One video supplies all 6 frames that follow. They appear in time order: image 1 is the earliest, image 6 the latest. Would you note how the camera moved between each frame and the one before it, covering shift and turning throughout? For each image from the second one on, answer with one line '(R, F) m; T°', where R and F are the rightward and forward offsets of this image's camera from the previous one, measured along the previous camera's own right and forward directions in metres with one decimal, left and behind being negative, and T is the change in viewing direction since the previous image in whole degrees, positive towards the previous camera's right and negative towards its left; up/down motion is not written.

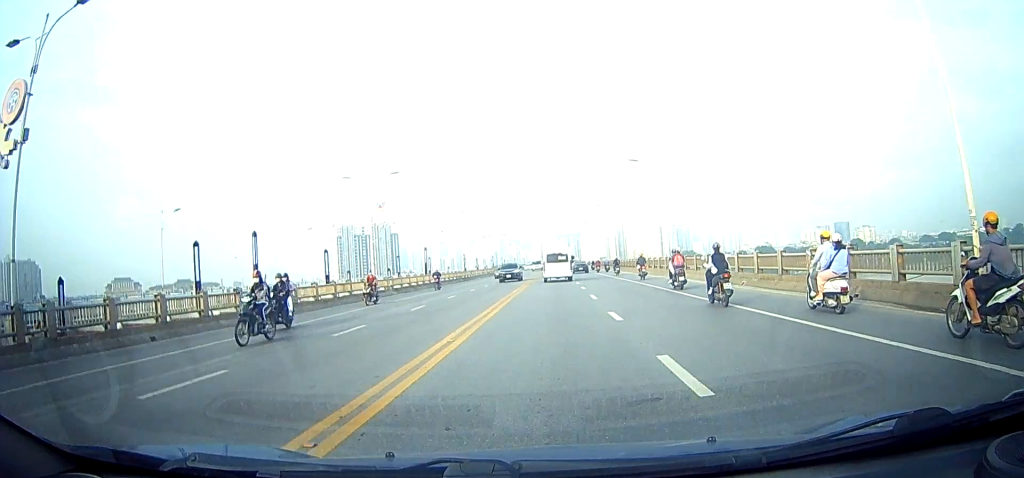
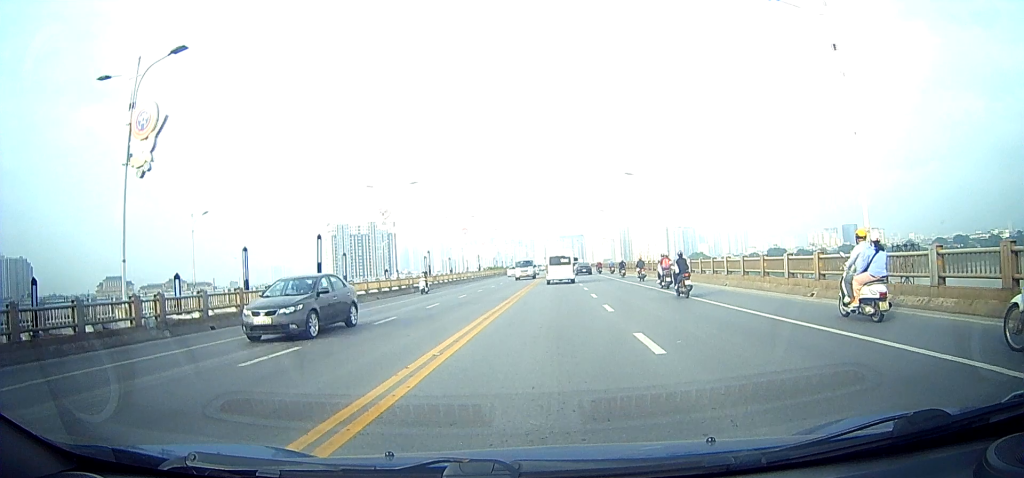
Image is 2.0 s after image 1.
(+1.4, +26.1) m; +3°
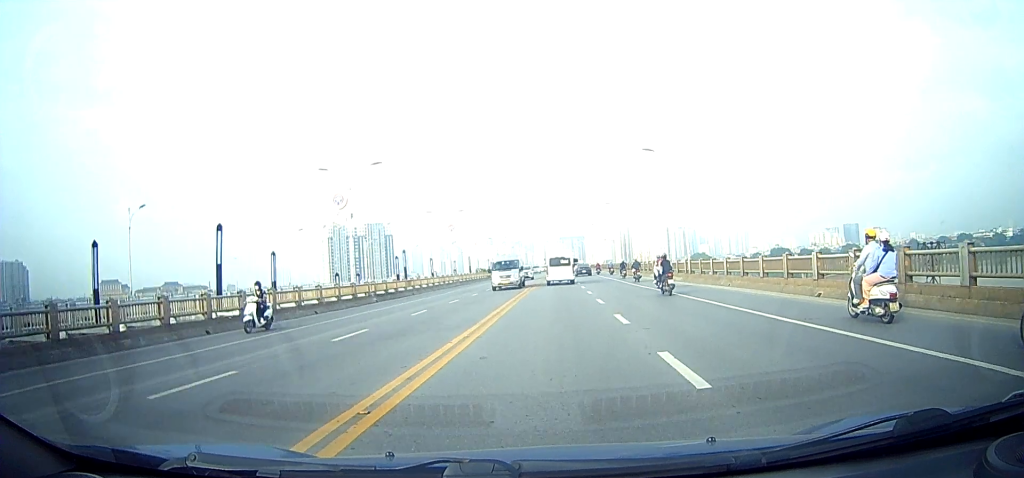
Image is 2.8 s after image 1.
(-0.3, +10.3) m; -2°
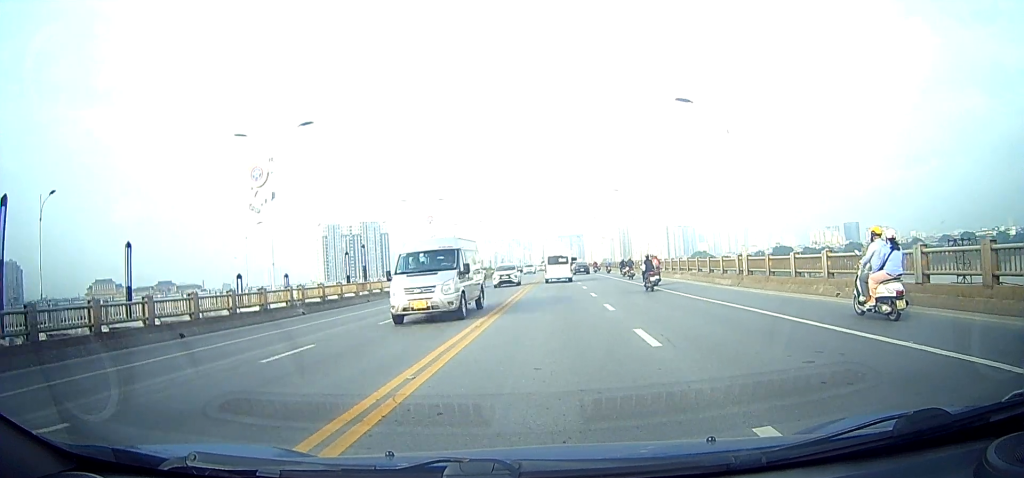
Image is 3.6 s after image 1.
(0.0, +11.4) m; 0°
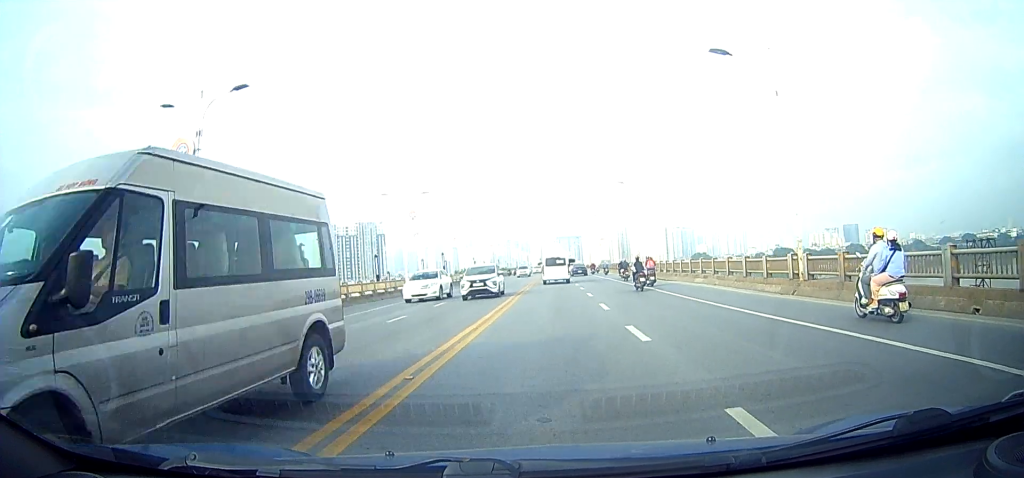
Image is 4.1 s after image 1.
(0.0, +7.6) m; 0°
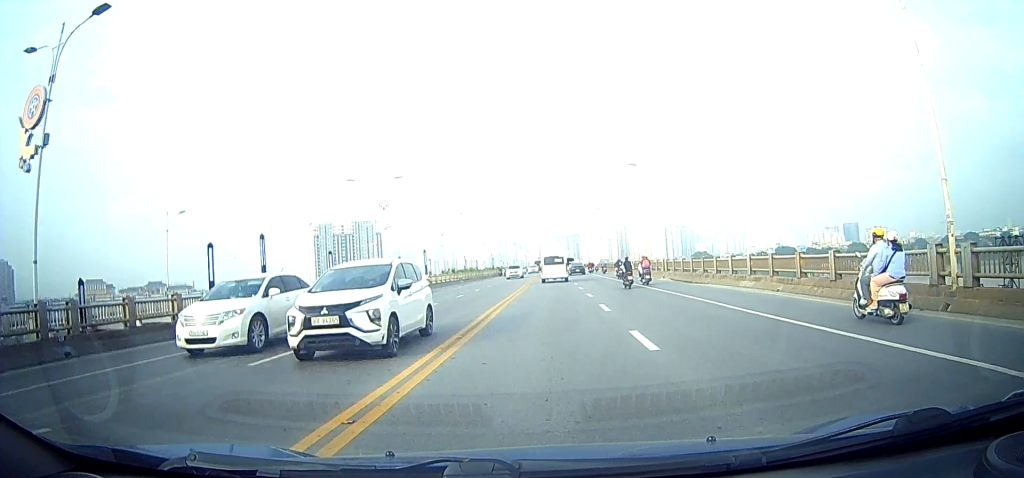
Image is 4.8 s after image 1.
(0.0, +9.0) m; 0°
